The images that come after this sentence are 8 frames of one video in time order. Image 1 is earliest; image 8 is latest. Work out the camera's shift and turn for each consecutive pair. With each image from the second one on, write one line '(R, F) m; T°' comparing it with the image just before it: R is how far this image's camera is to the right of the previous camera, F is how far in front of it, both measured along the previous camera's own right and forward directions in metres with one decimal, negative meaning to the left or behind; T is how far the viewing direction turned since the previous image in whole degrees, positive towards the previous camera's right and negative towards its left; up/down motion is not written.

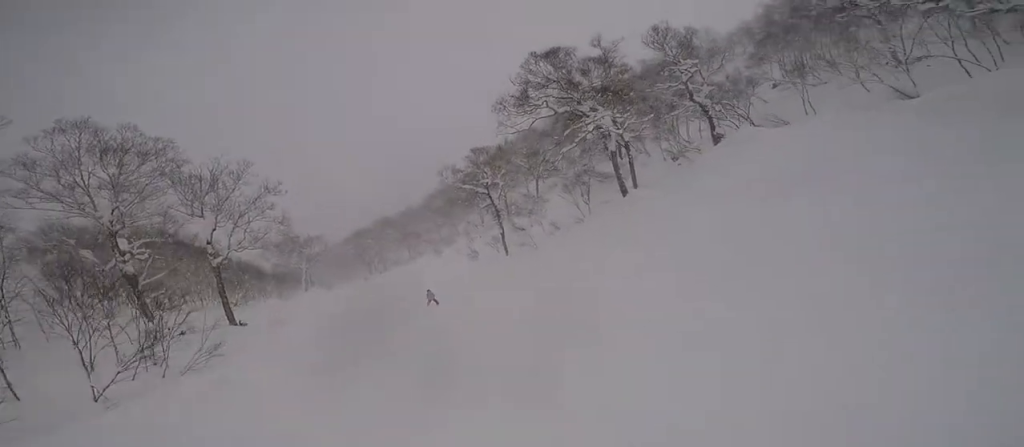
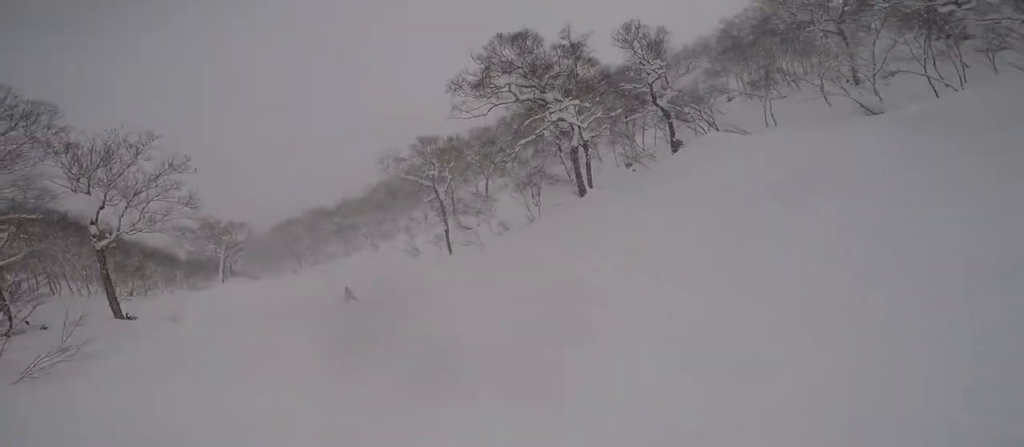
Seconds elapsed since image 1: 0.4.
(+0.5, +2.5) m; 0°
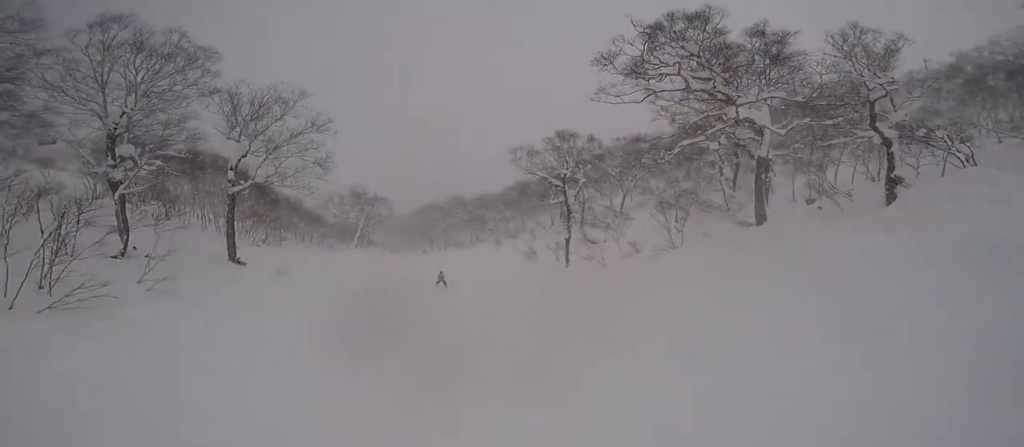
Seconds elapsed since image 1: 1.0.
(+0.6, +4.0) m; -1°
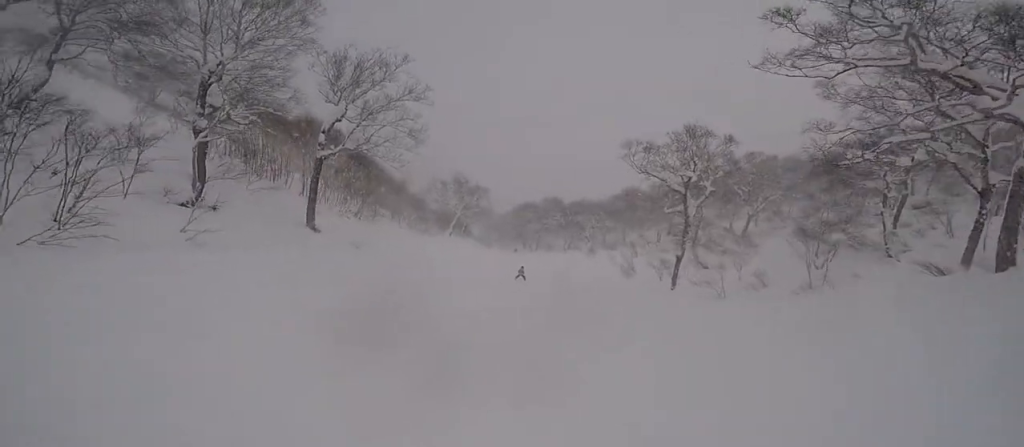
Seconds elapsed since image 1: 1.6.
(-0.7, +3.9) m; -7°
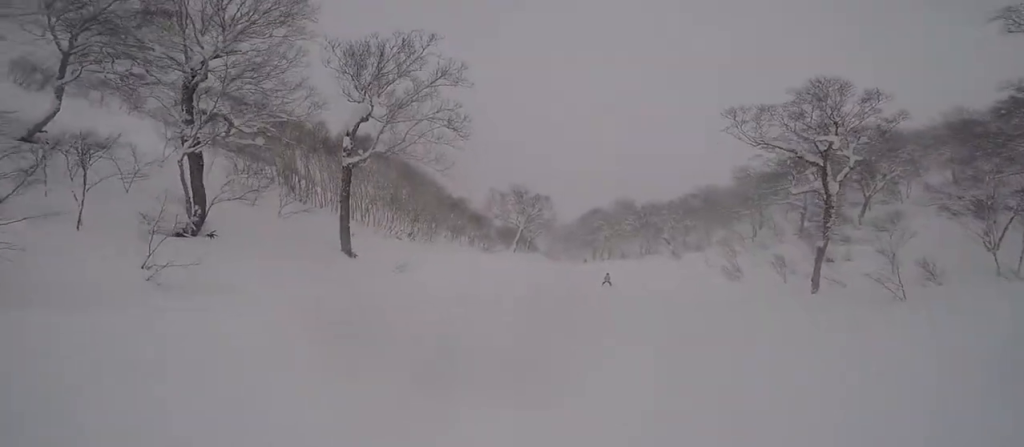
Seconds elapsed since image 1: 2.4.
(-0.4, +5.6) m; +1°
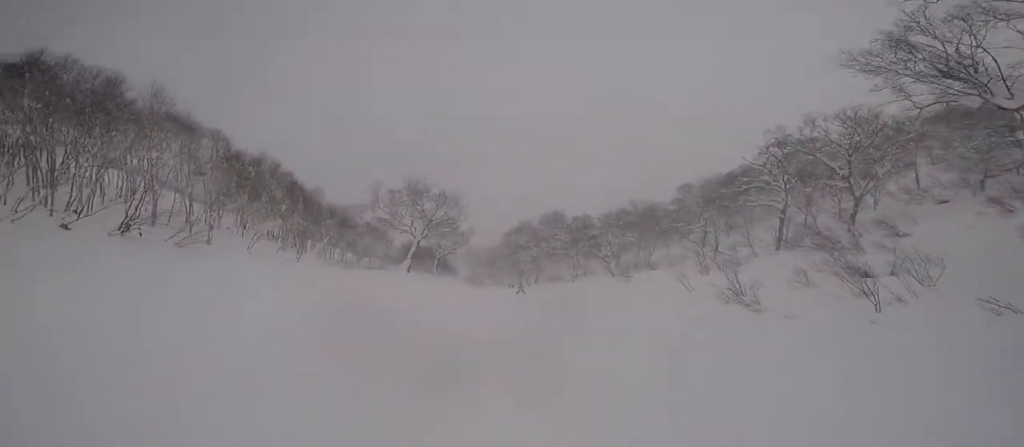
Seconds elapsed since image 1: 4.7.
(+1.4, +16.2) m; -1°
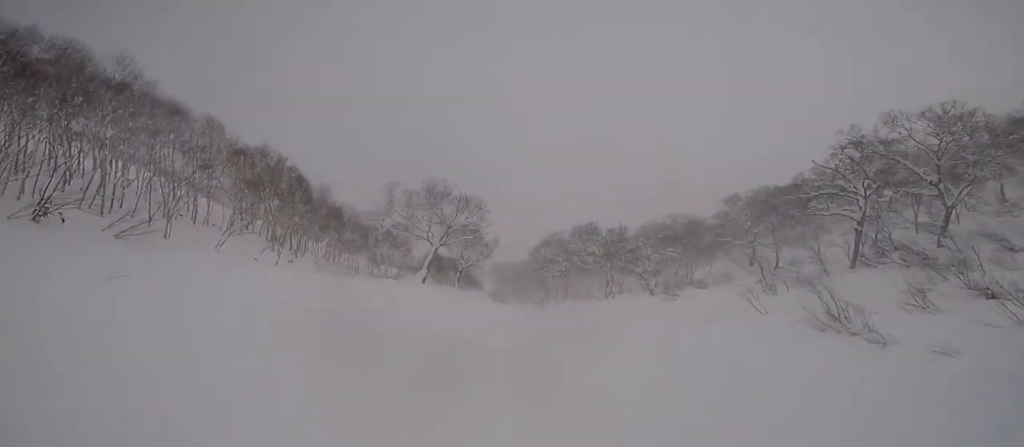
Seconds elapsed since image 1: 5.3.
(-0.3, +4.8) m; 0°
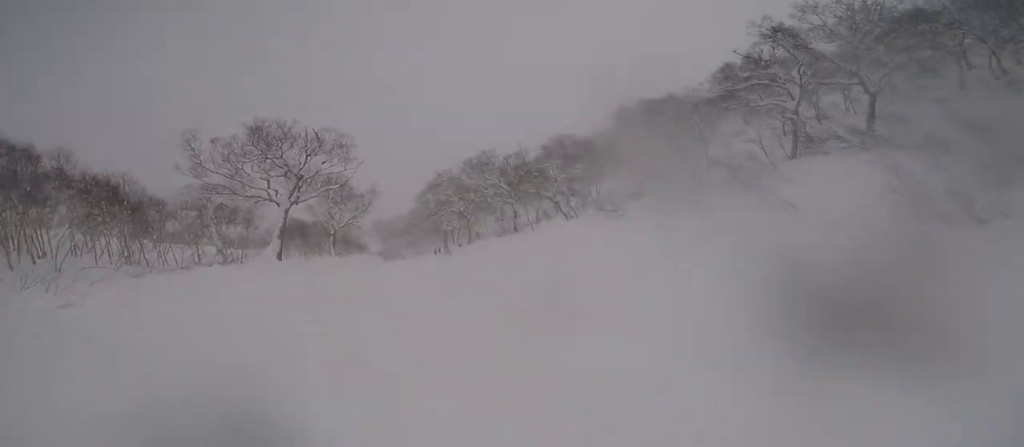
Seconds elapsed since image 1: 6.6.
(+0.9, +8.9) m; +6°
